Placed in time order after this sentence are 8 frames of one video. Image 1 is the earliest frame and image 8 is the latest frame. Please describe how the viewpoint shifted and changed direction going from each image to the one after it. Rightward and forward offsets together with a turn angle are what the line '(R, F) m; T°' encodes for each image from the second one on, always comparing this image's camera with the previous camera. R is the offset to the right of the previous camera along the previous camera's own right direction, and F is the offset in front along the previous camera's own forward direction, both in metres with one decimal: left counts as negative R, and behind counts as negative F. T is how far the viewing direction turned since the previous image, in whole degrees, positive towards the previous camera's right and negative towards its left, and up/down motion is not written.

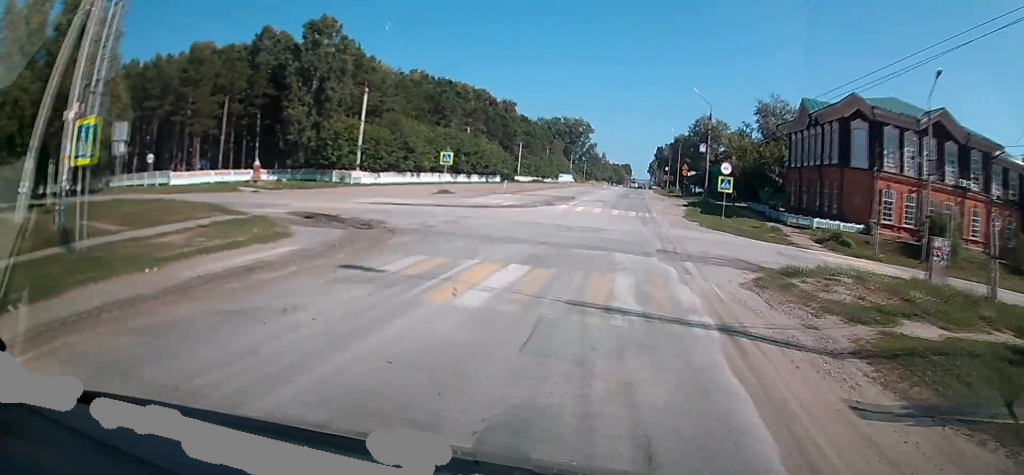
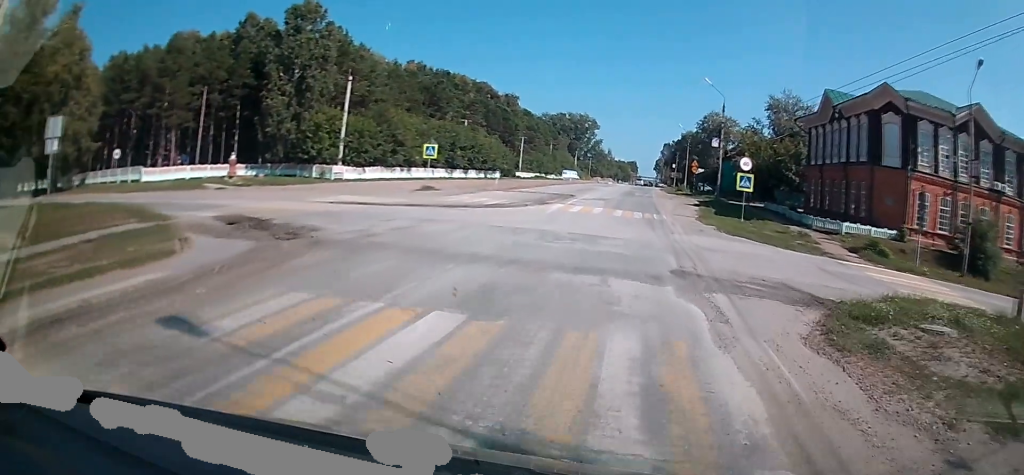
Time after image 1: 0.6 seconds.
(0.0, +4.6) m; 0°
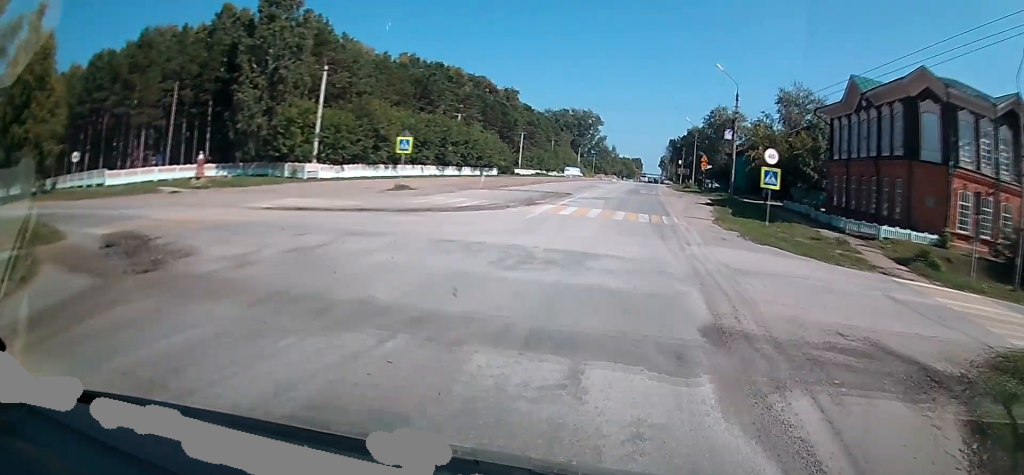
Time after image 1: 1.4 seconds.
(0.0, +5.1) m; 0°
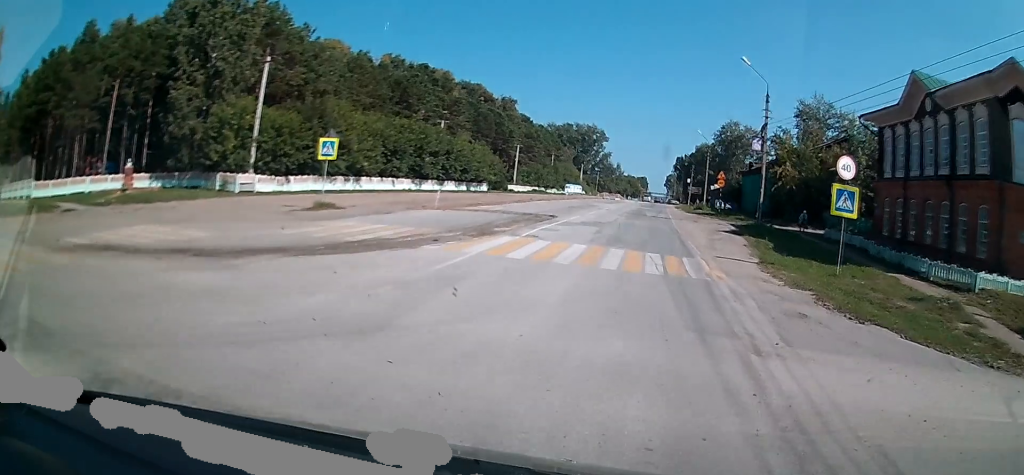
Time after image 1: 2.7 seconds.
(0.0, +9.3) m; +2°
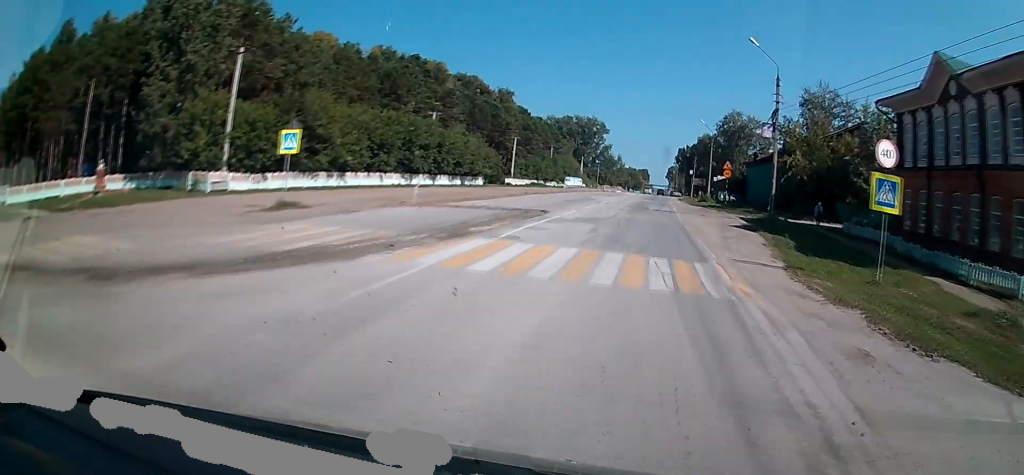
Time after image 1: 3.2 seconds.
(+0.2, +3.0) m; 0°
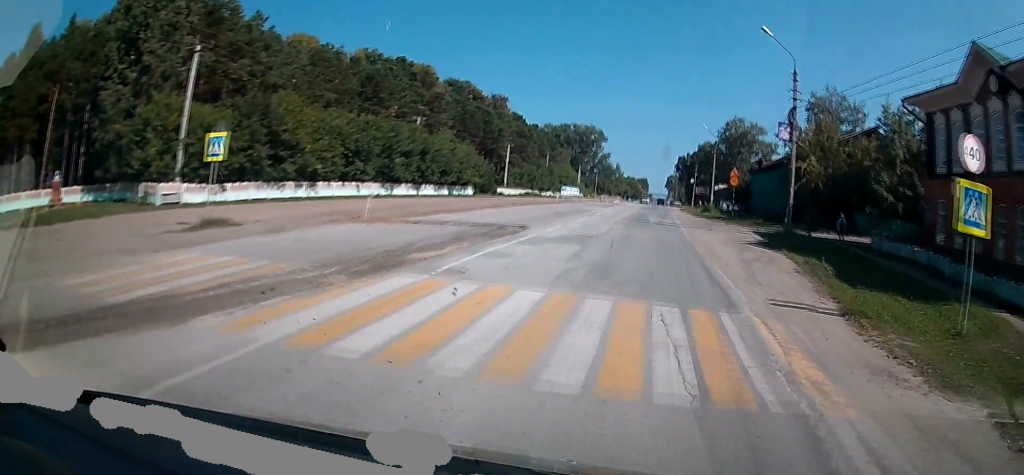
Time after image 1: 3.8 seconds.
(+0.1, +4.3) m; 0°
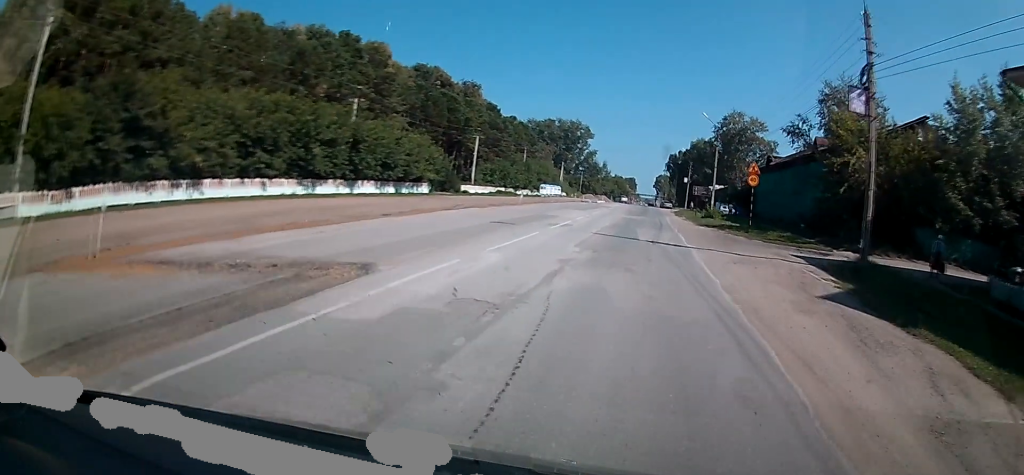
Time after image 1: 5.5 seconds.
(-0.4, +11.8) m; -1°
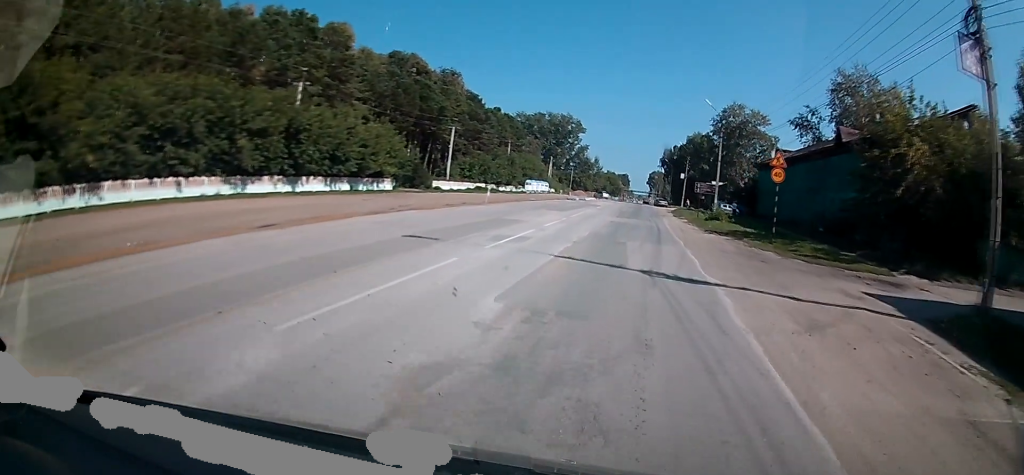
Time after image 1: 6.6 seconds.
(0.0, +7.8) m; +1°
